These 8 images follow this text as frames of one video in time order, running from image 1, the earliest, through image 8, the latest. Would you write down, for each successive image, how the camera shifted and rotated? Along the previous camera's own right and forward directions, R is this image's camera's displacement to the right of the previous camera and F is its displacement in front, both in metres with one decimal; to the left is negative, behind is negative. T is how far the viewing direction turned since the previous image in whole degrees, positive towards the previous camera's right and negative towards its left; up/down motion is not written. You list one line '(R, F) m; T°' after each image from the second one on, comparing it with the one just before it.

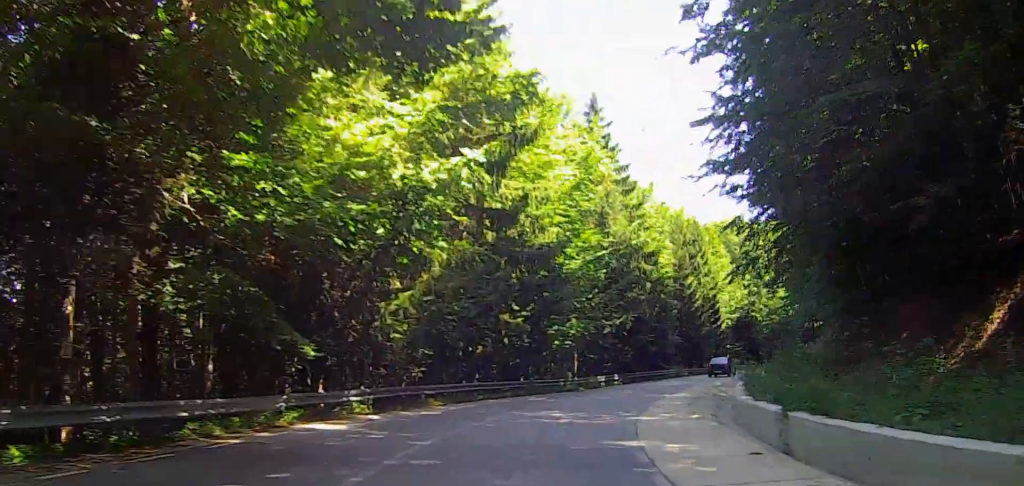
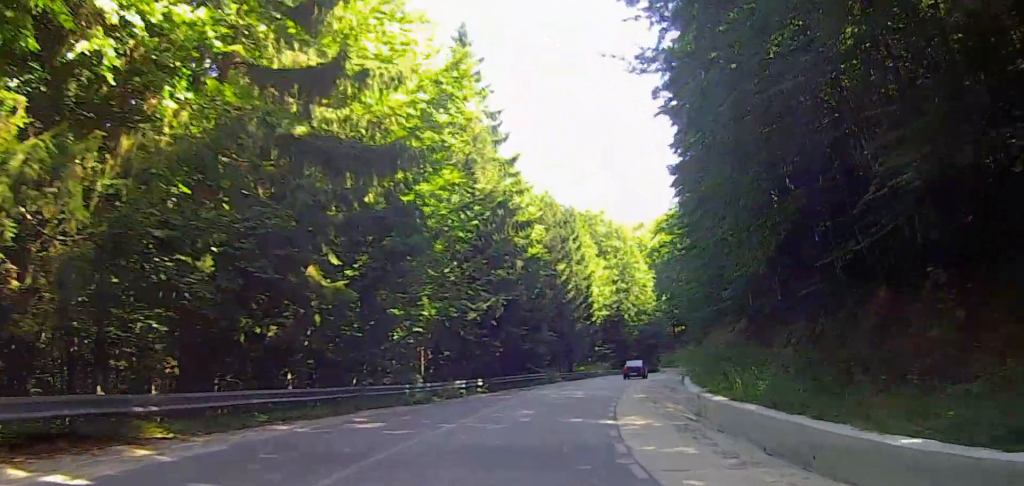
(+1.0, +11.3) m; +11°
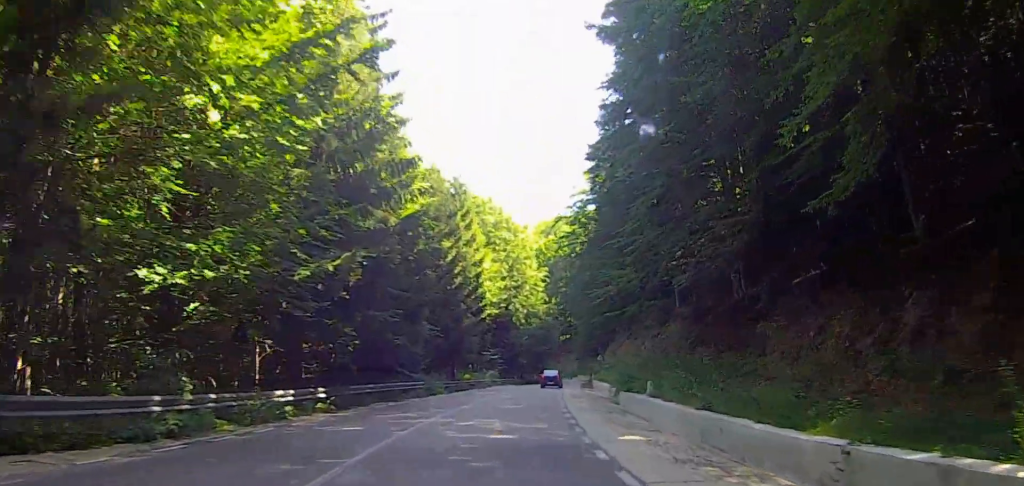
(+1.5, +11.9) m; +12°
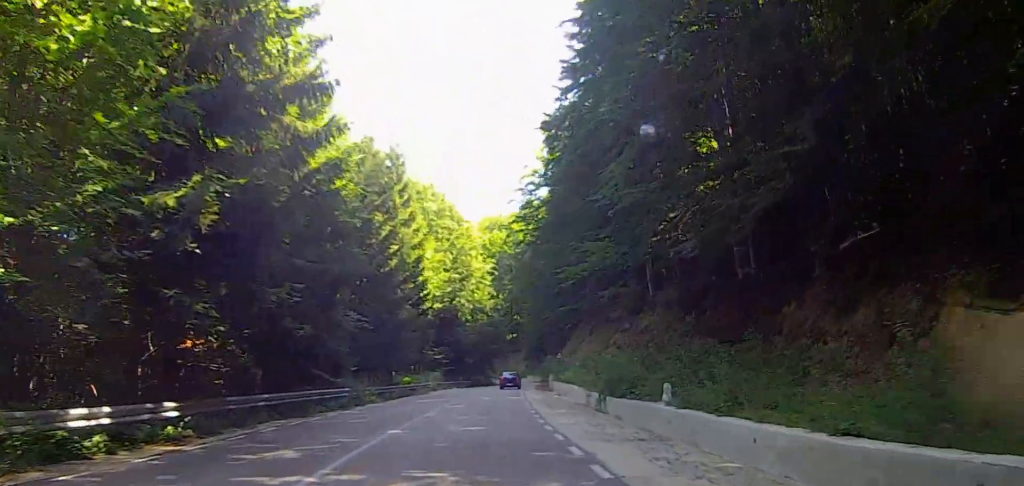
(+0.6, +8.0) m; +4°
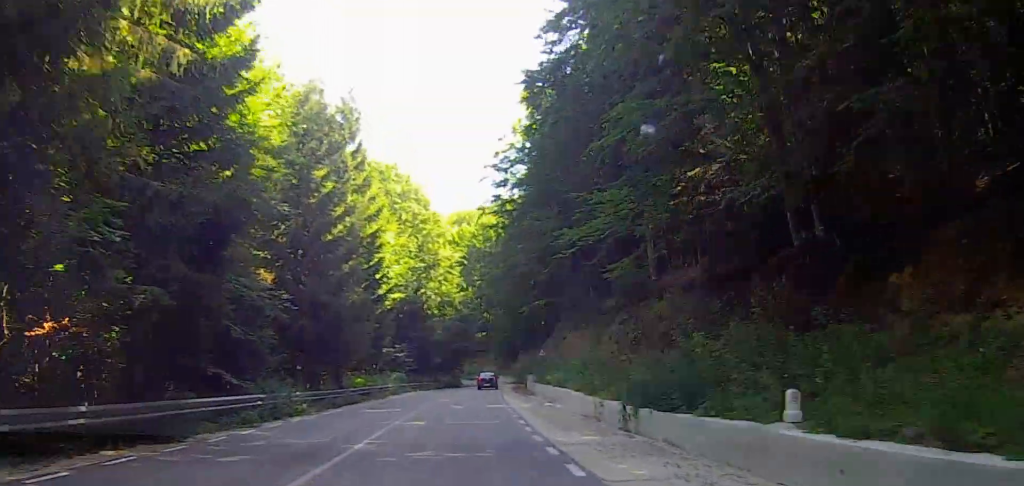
(+0.3, +7.7) m; +3°
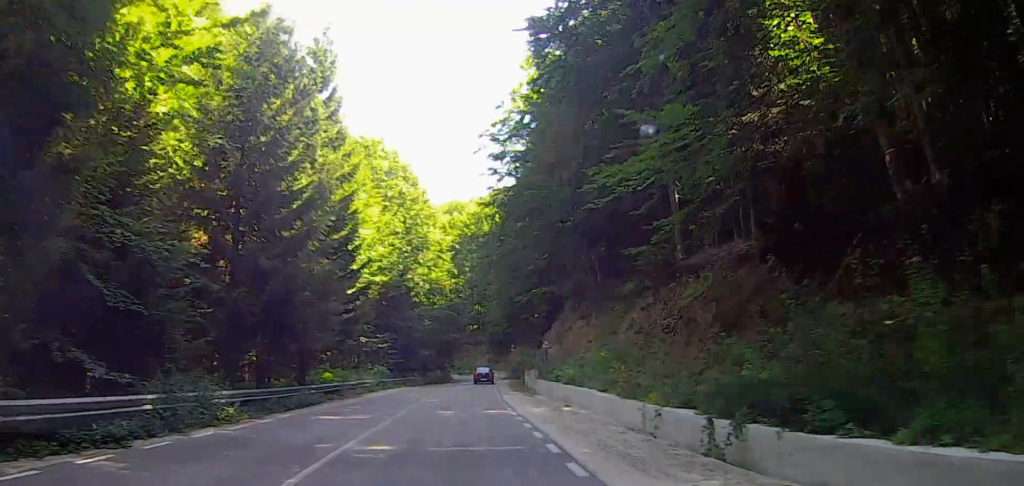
(0.0, +6.2) m; +2°
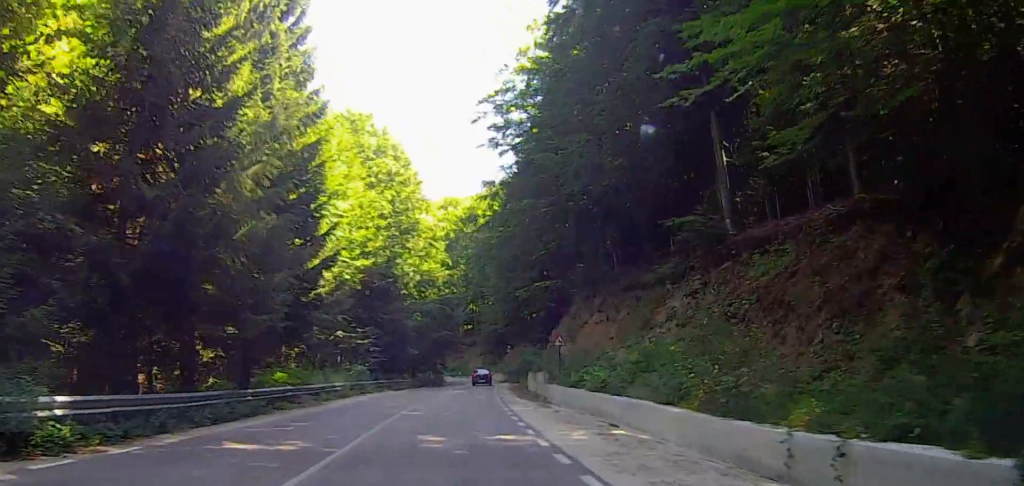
(+0.3, +6.8) m; +2°
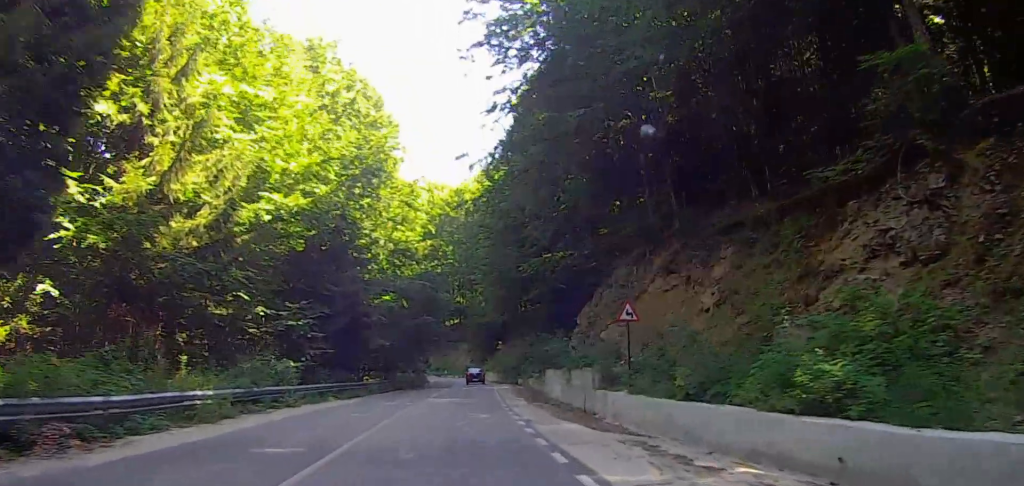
(+0.5, +13.9) m; +2°
